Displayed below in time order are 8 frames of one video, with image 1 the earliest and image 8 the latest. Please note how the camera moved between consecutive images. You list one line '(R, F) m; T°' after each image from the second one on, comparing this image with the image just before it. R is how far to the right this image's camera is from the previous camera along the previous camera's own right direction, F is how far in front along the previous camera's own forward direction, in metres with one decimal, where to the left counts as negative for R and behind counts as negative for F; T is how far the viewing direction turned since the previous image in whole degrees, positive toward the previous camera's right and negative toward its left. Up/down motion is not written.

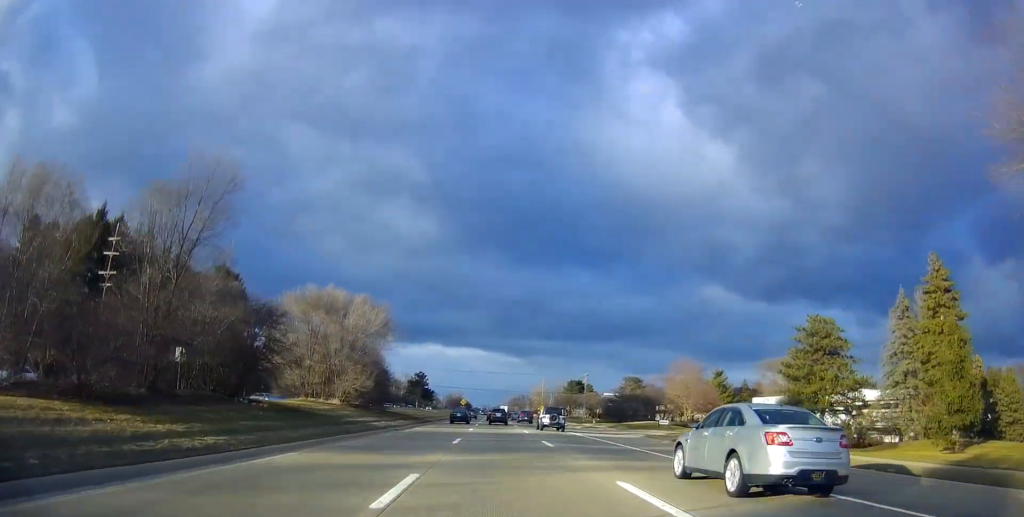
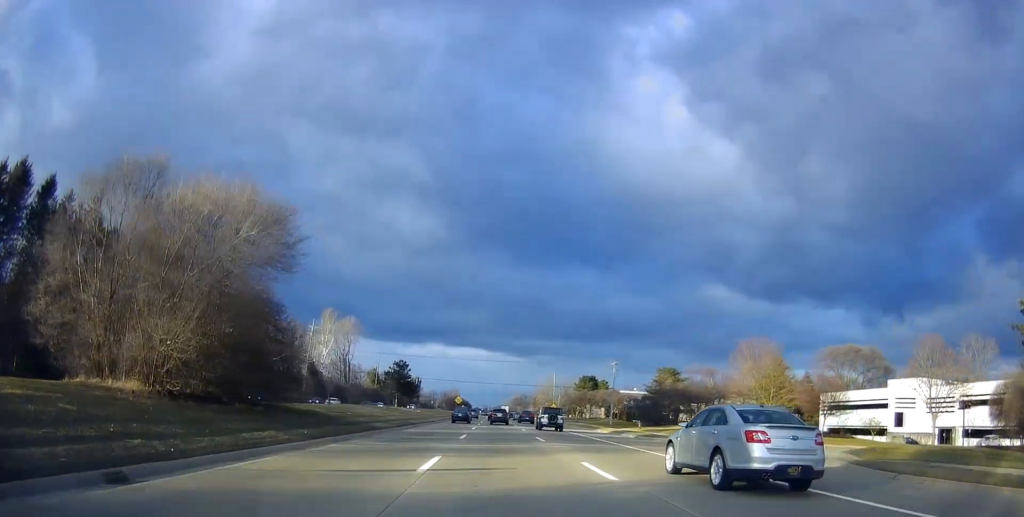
(-0.1, +26.8) m; +1°
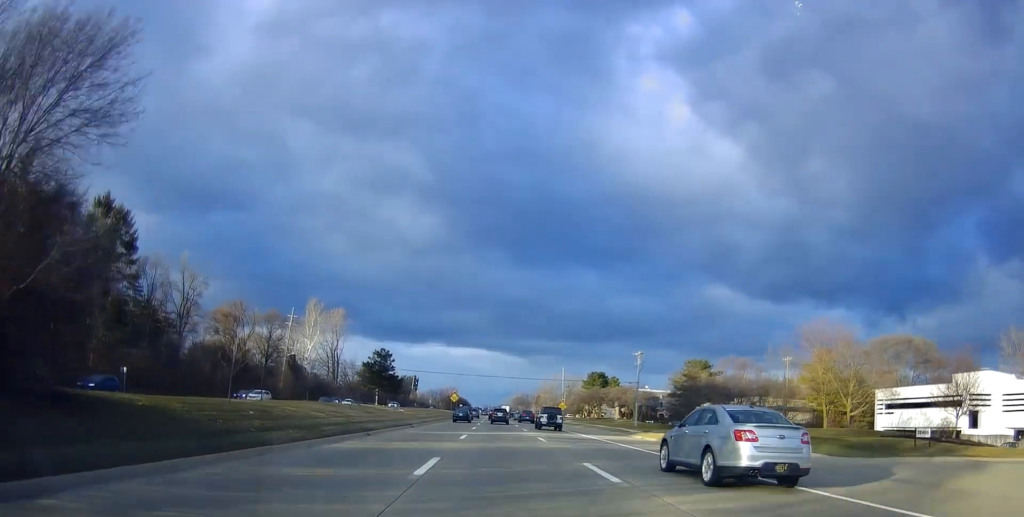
(+0.1, +15.9) m; 0°
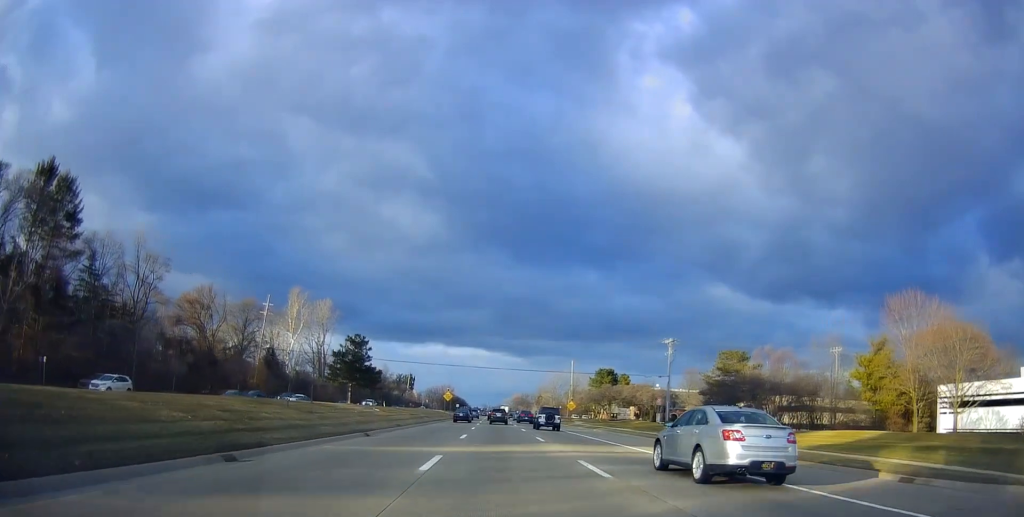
(0.0, +14.5) m; -1°
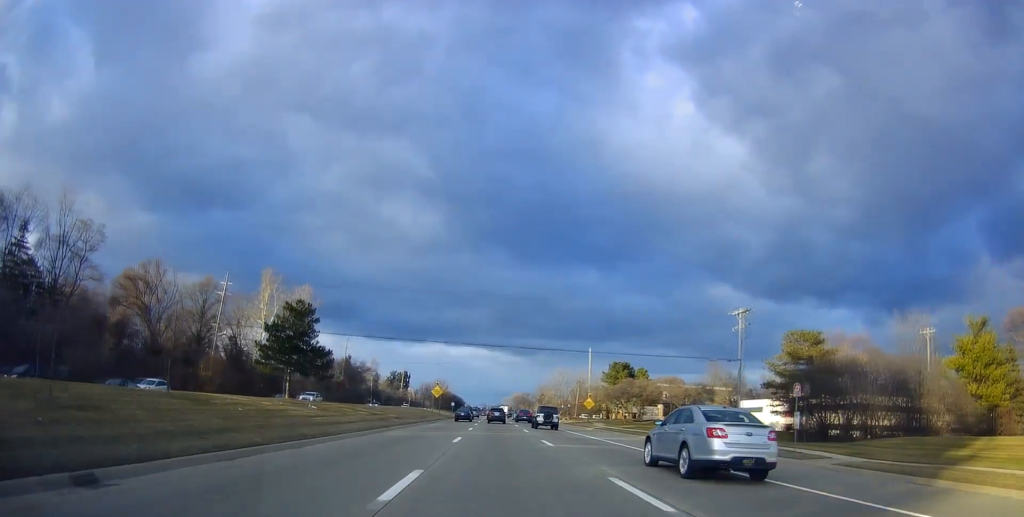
(-0.3, +19.6) m; +1°
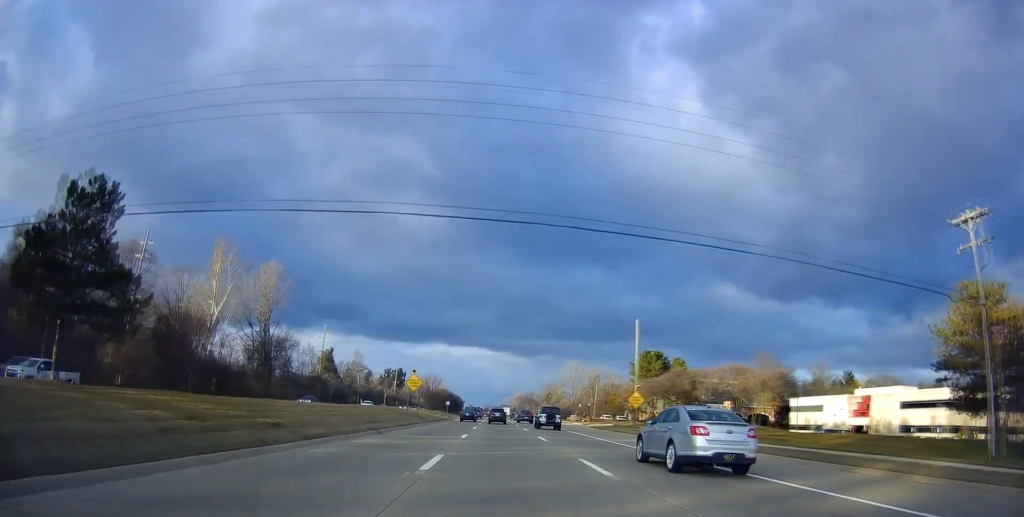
(+0.7, +26.8) m; +1°
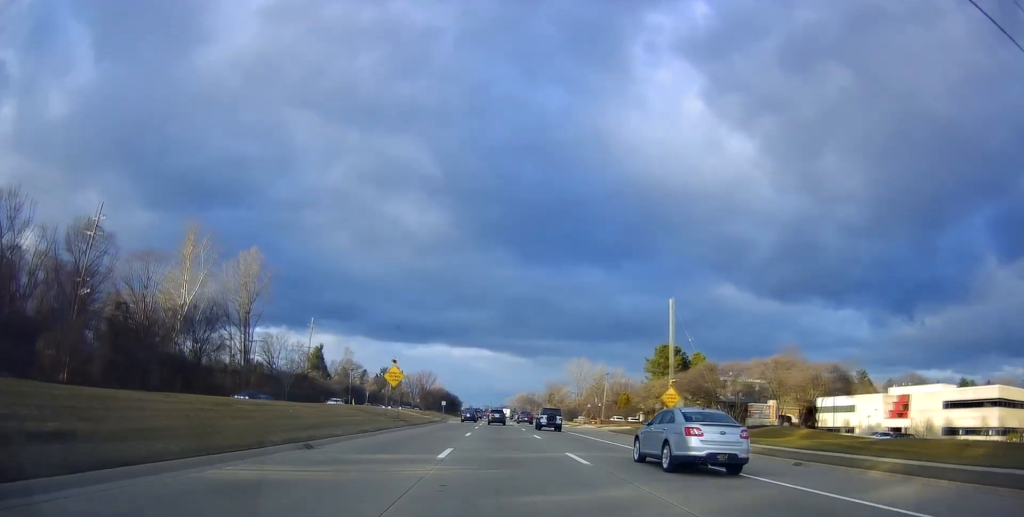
(-0.2, +11.6) m; 0°
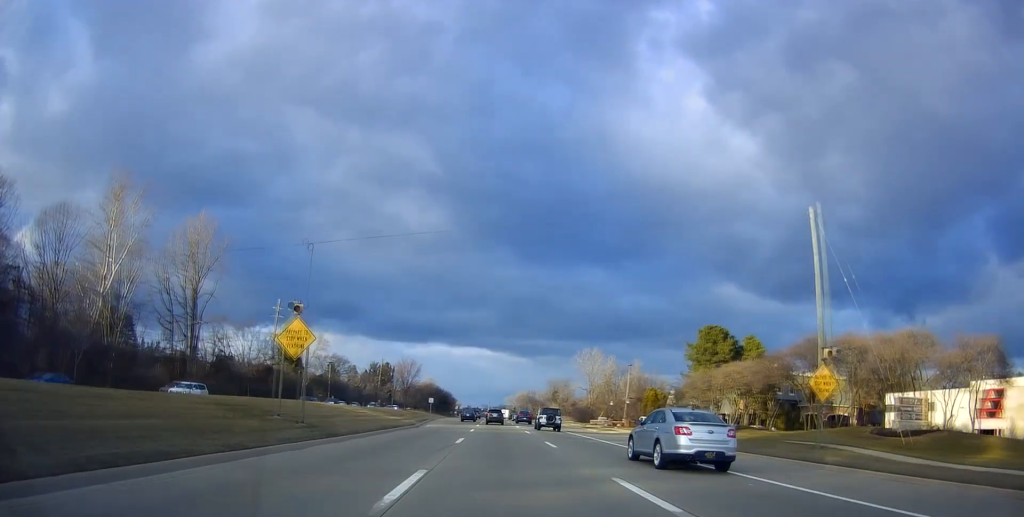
(-0.1, +23.0) m; -2°
